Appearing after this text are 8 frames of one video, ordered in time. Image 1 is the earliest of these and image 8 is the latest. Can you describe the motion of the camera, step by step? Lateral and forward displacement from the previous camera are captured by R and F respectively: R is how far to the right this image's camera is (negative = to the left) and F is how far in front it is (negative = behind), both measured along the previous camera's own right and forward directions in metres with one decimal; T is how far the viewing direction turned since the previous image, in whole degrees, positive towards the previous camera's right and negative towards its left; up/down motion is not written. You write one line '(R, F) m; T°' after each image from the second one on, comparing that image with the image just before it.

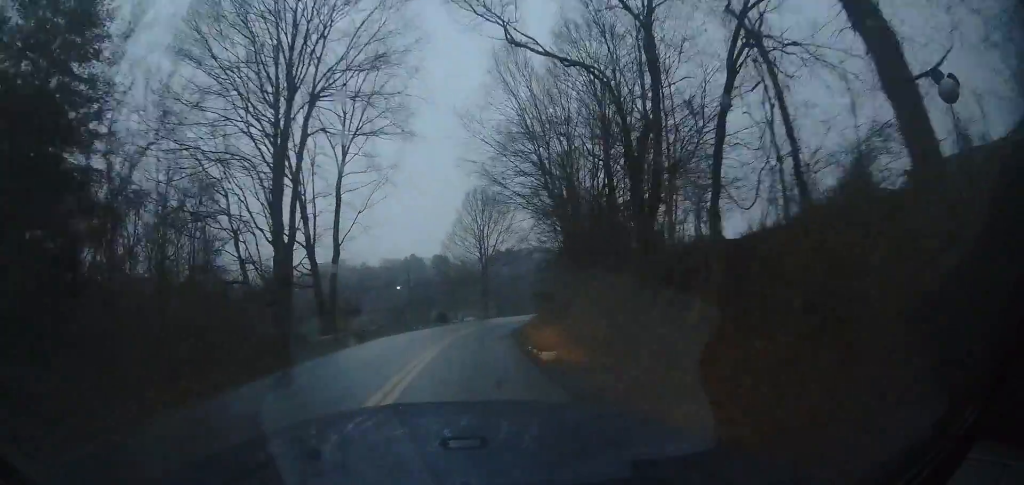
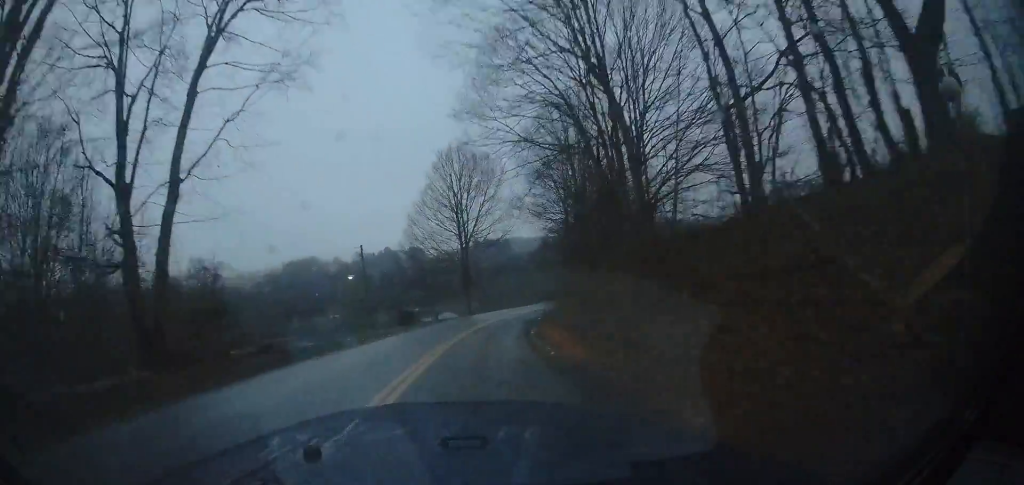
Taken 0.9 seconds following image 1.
(+0.5, +11.4) m; +4°
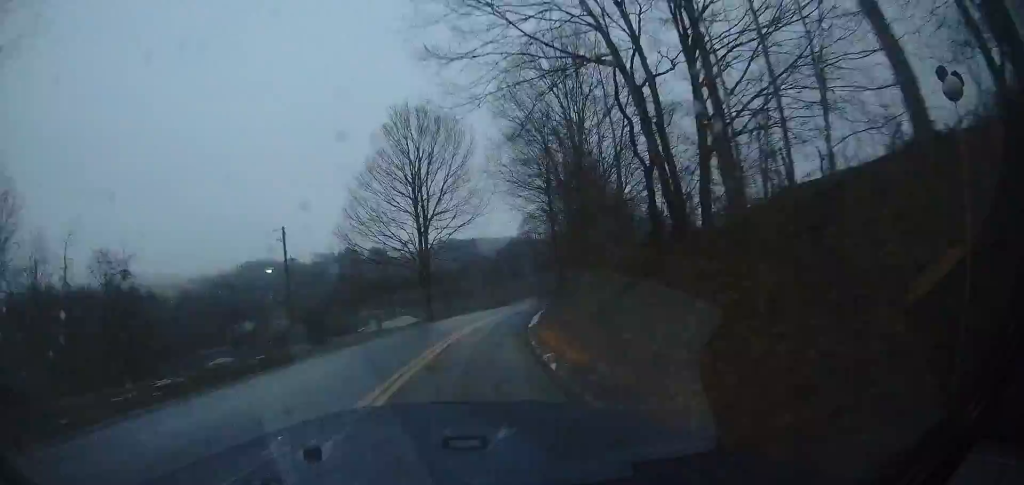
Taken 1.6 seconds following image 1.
(+0.2, +8.7) m; +3°
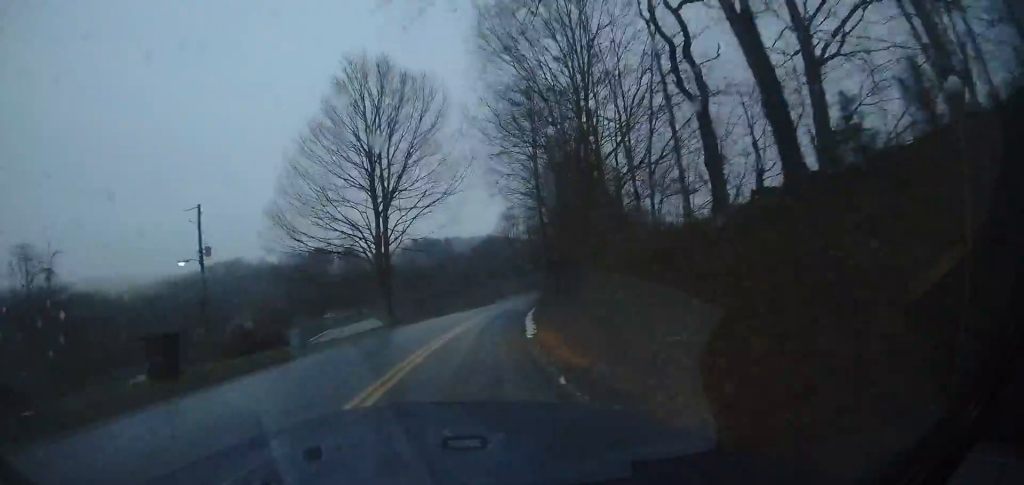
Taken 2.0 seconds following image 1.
(0.0, +6.2) m; +3°
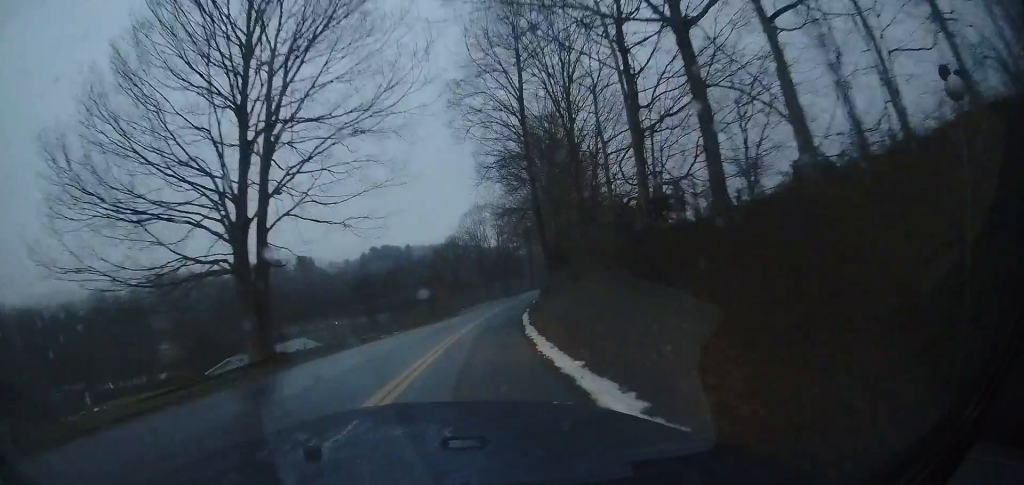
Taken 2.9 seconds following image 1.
(+0.6, +11.4) m; +5°
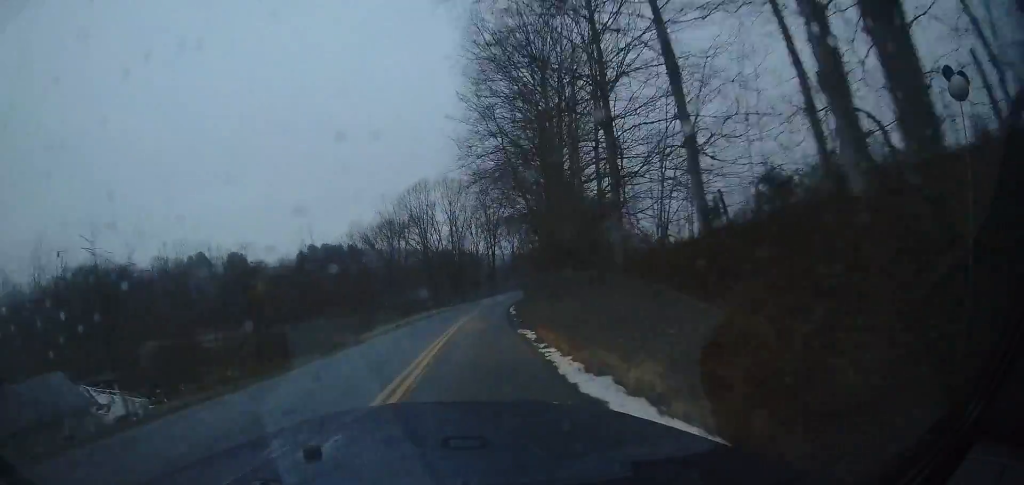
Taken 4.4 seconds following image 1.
(+1.6, +21.2) m; +8°
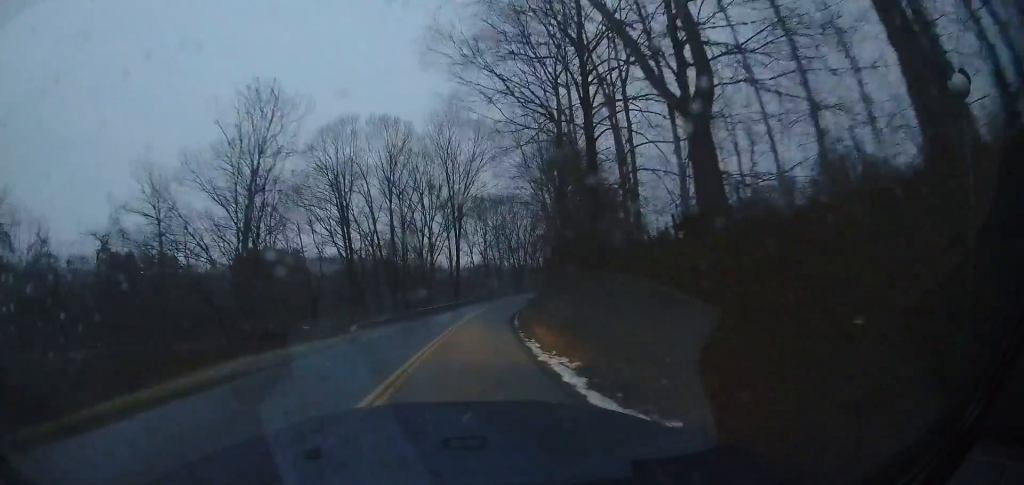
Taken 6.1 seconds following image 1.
(+1.6, +26.1) m; +9°
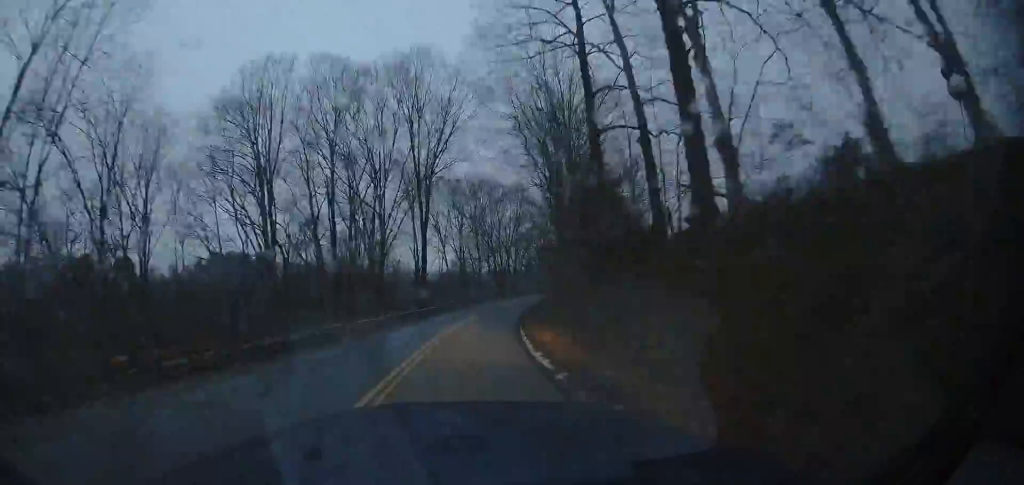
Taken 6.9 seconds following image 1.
(+0.7, +11.7) m; +5°
